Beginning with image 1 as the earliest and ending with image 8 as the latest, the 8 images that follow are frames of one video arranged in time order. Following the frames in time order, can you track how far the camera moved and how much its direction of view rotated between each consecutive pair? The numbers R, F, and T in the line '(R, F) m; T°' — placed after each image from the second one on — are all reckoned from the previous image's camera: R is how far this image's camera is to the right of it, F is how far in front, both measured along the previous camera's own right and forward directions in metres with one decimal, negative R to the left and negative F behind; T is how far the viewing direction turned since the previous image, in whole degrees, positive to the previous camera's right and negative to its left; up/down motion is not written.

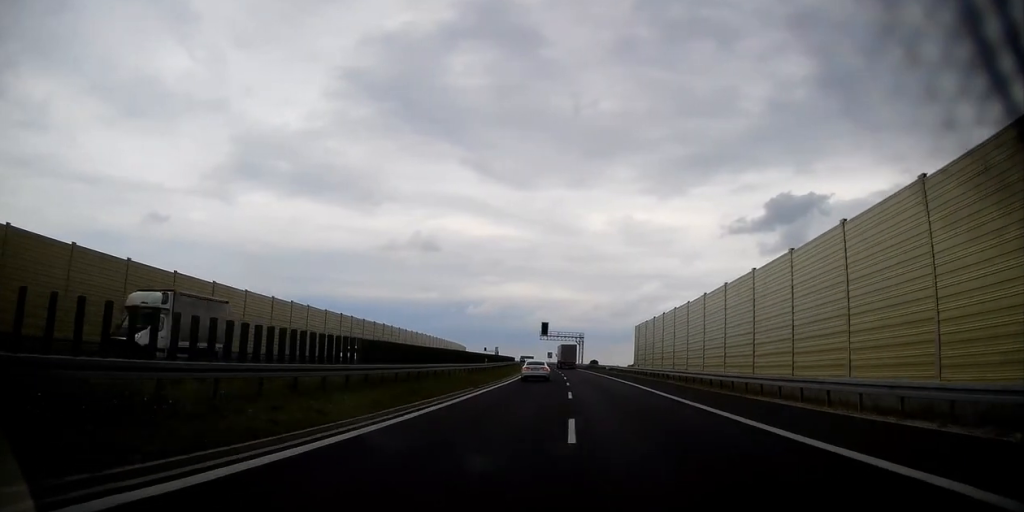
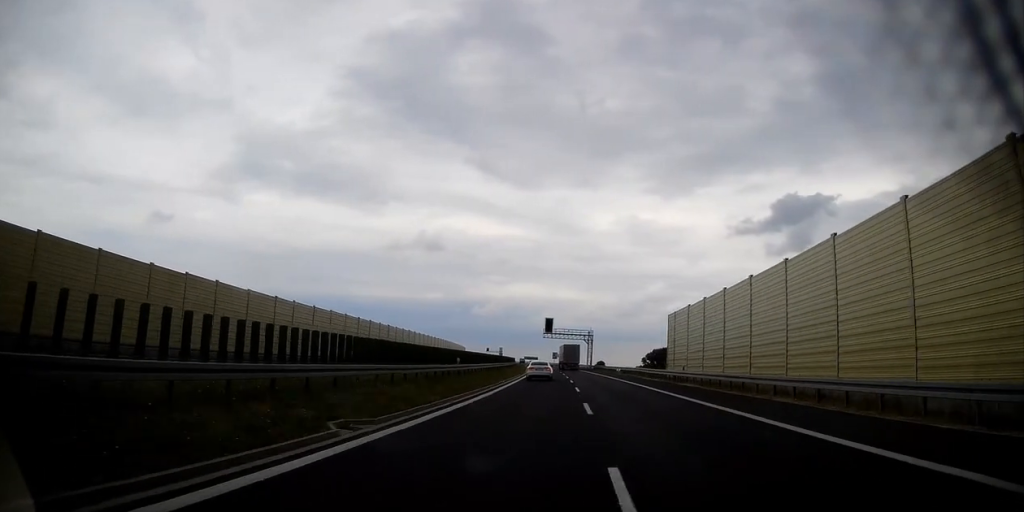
(-0.2, +18.2) m; -1°
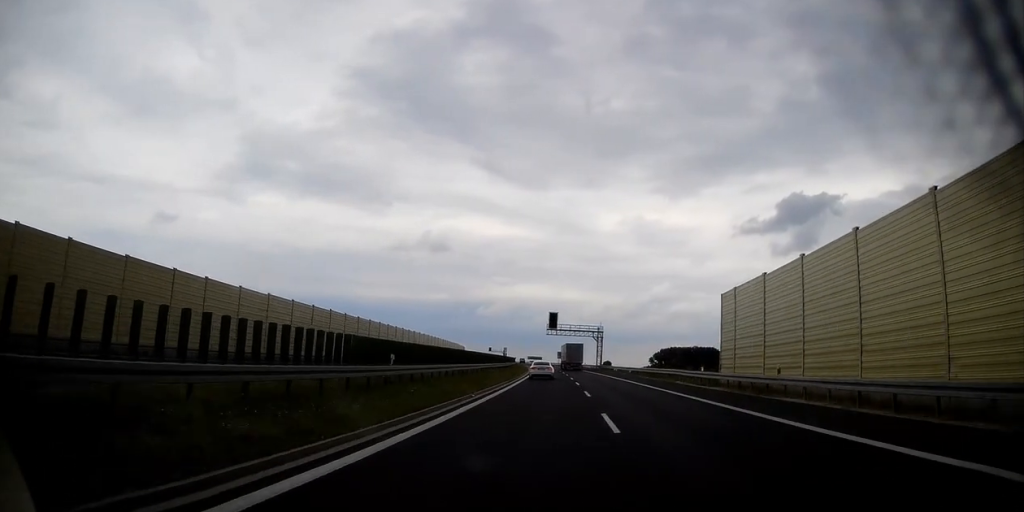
(-0.1, +16.0) m; 0°
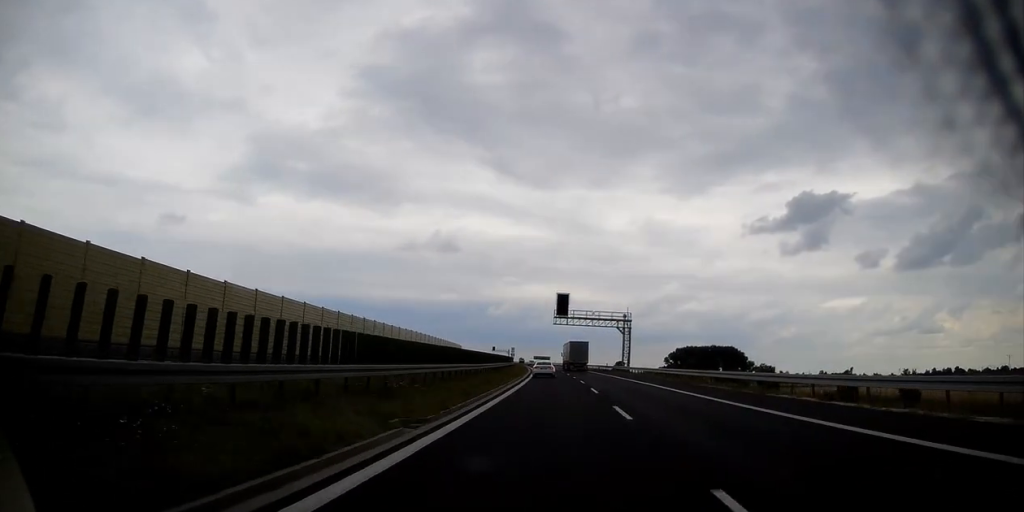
(-0.2, +33.2) m; -1°
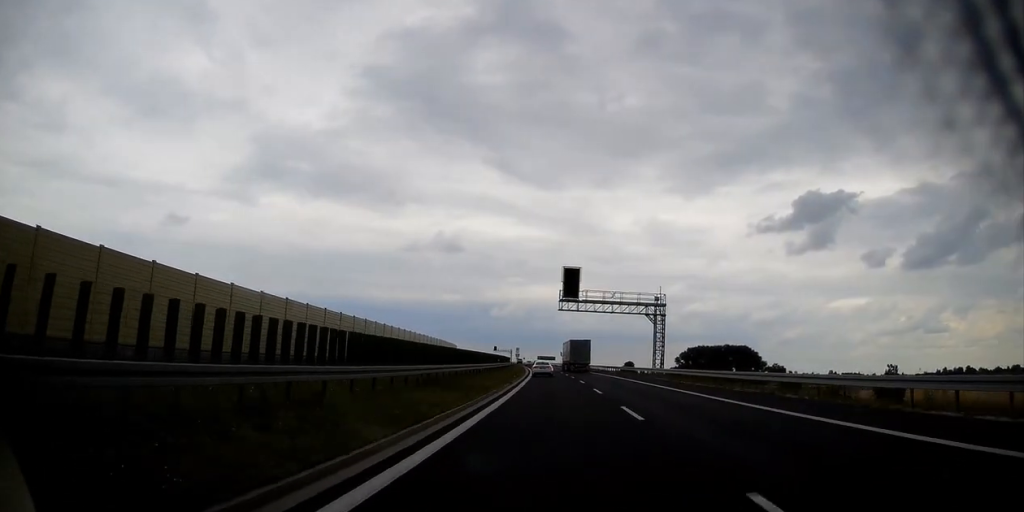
(-0.1, +24.2) m; -1°
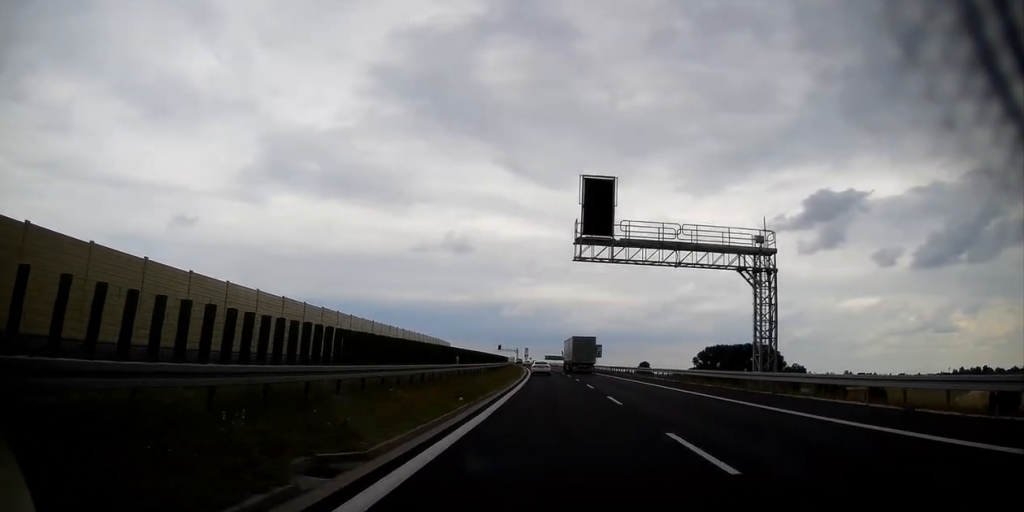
(-0.3, +31.2) m; -1°
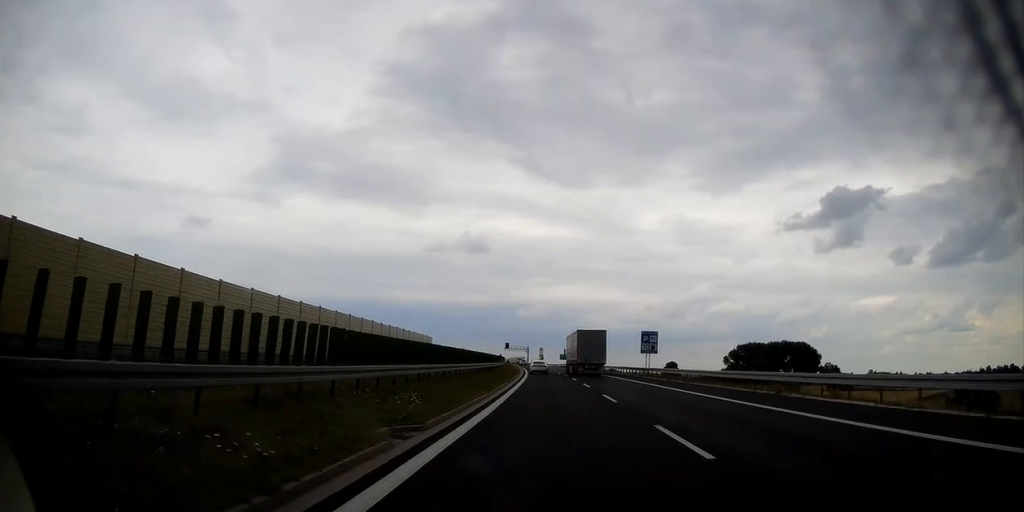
(-0.4, +46.6) m; -1°
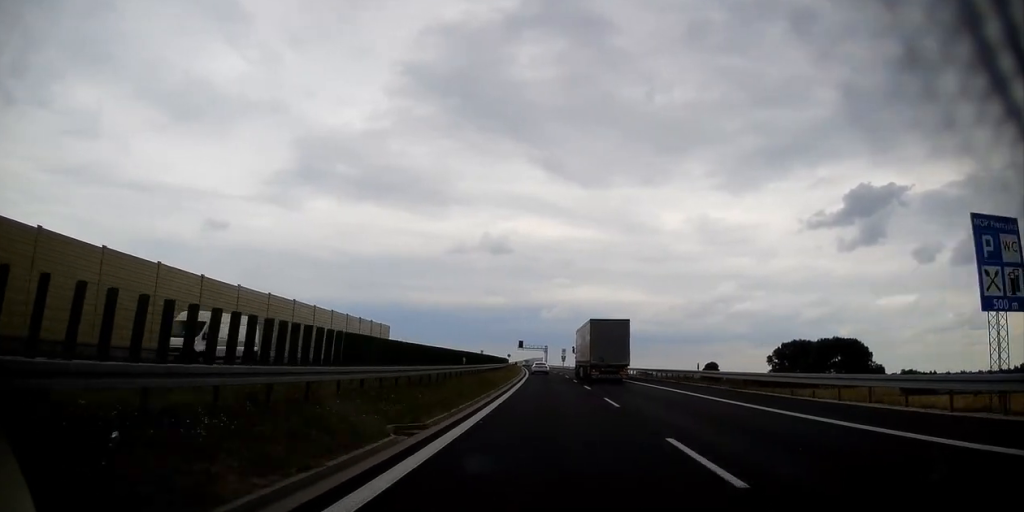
(-0.8, +49.2) m; -2°
